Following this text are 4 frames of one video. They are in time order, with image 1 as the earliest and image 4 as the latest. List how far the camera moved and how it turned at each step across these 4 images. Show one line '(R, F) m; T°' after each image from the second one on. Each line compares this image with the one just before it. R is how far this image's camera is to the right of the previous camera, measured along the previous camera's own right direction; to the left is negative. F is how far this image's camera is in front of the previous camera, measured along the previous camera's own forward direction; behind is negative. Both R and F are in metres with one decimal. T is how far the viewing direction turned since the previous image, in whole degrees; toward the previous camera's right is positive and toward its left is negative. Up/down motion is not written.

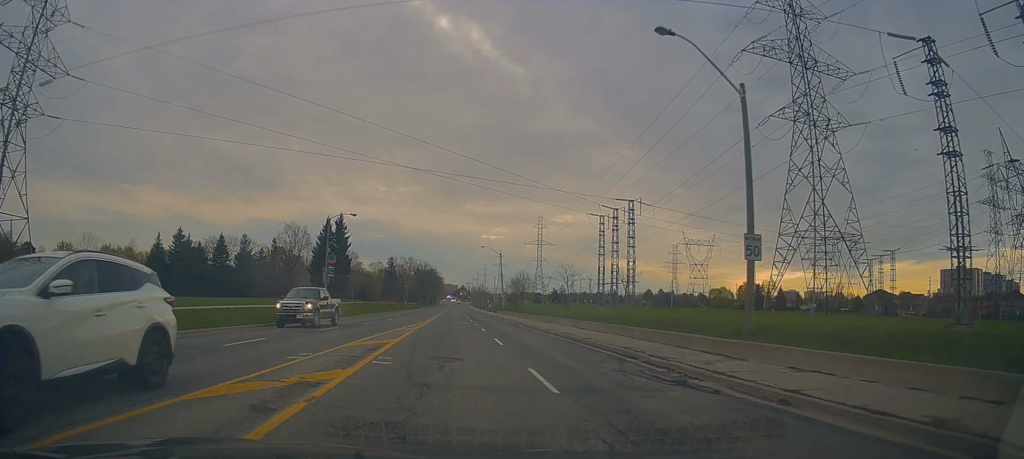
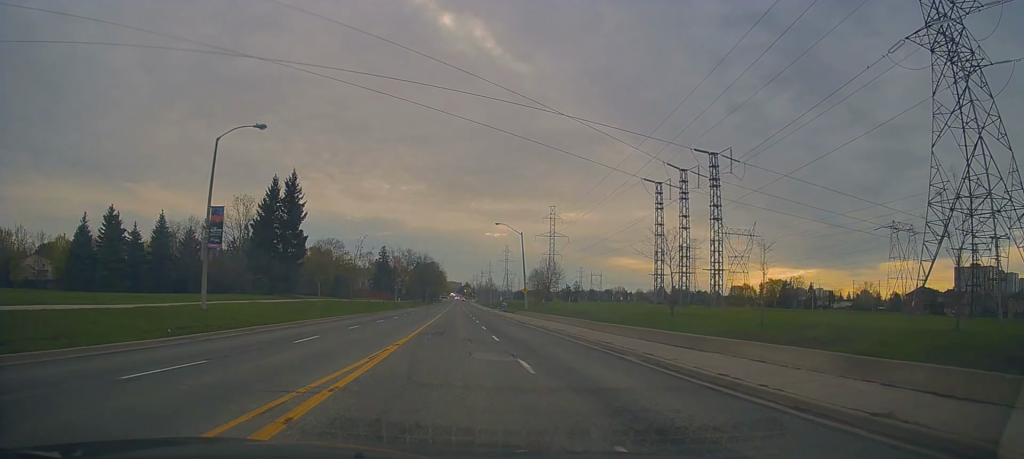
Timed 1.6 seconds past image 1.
(0.0, +24.1) m; +1°
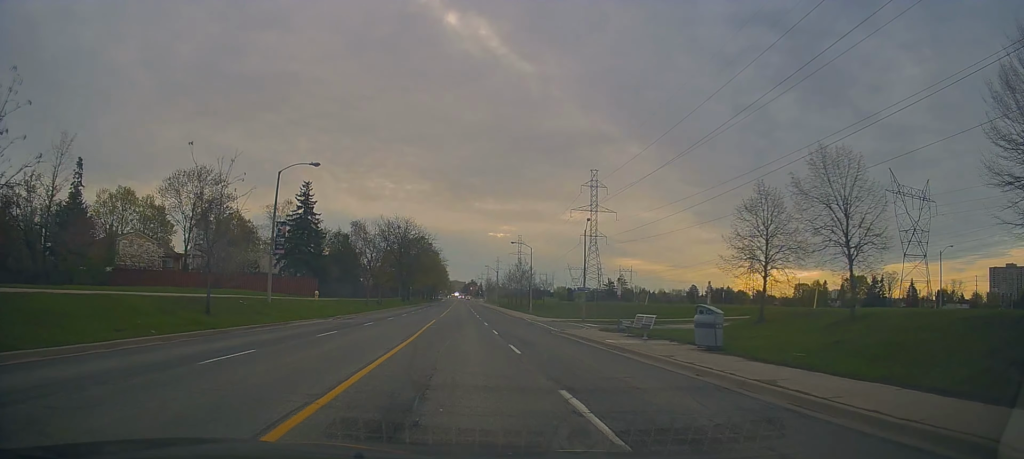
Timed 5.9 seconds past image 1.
(-0.6, +70.4) m; -1°
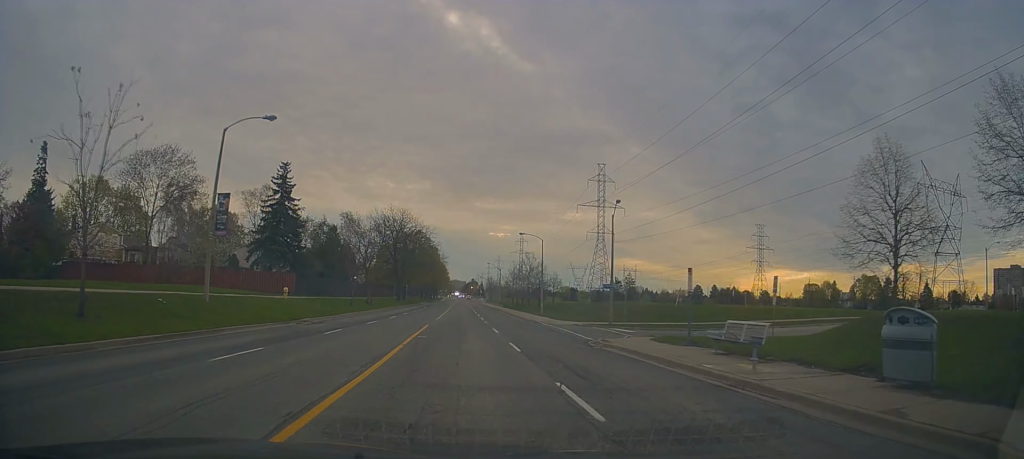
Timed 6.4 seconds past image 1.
(0.0, +9.8) m; 0°
